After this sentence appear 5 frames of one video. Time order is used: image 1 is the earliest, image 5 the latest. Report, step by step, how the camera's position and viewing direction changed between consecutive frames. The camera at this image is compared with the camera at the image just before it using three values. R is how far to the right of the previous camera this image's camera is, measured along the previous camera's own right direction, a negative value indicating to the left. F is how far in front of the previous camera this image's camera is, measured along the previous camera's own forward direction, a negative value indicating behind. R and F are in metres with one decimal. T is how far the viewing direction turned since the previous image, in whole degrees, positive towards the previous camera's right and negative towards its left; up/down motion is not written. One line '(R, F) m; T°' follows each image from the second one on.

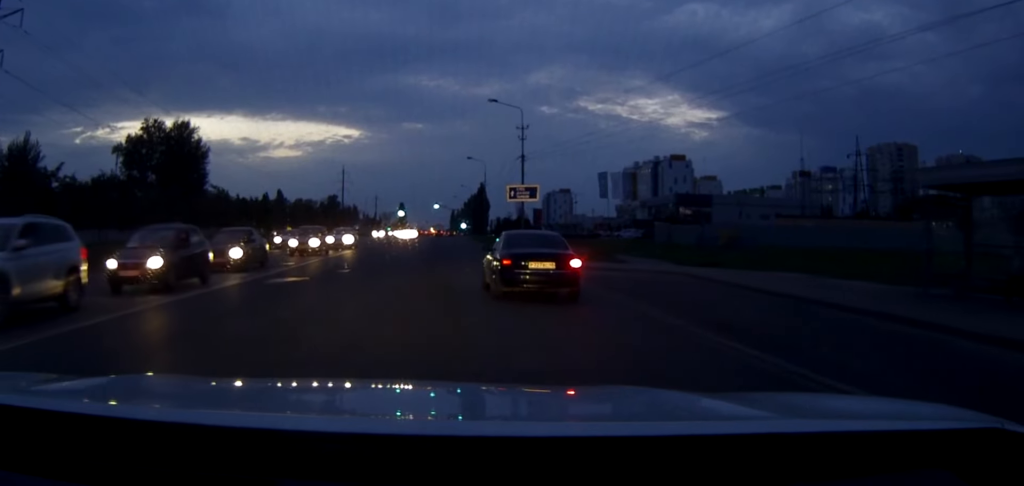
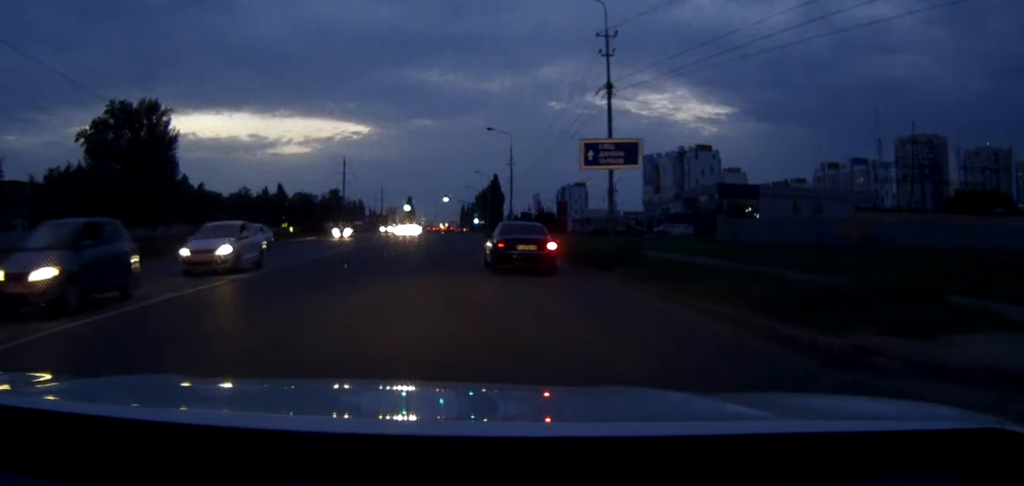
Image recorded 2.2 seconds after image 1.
(-0.1, +22.2) m; 0°
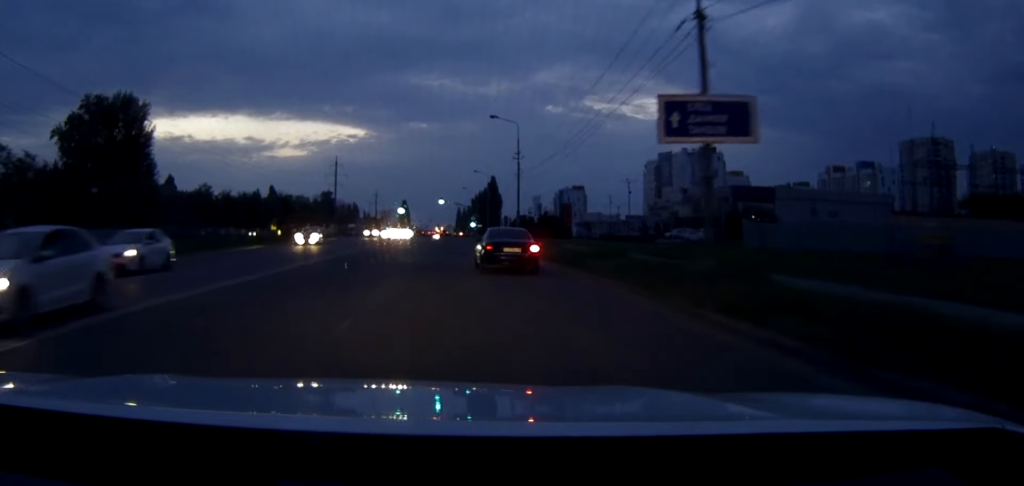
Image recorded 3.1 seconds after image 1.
(0.0, +9.9) m; 0°
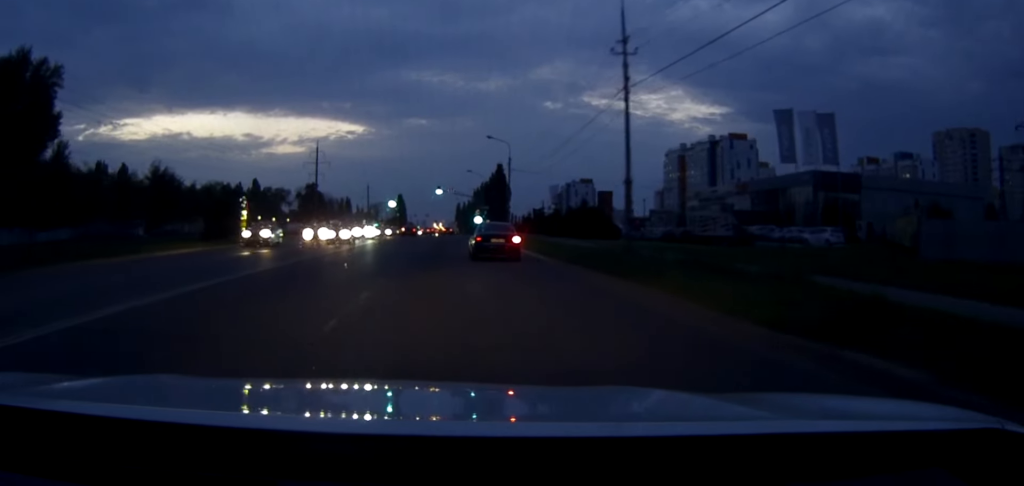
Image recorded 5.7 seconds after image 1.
(-0.1, +33.0) m; 0°
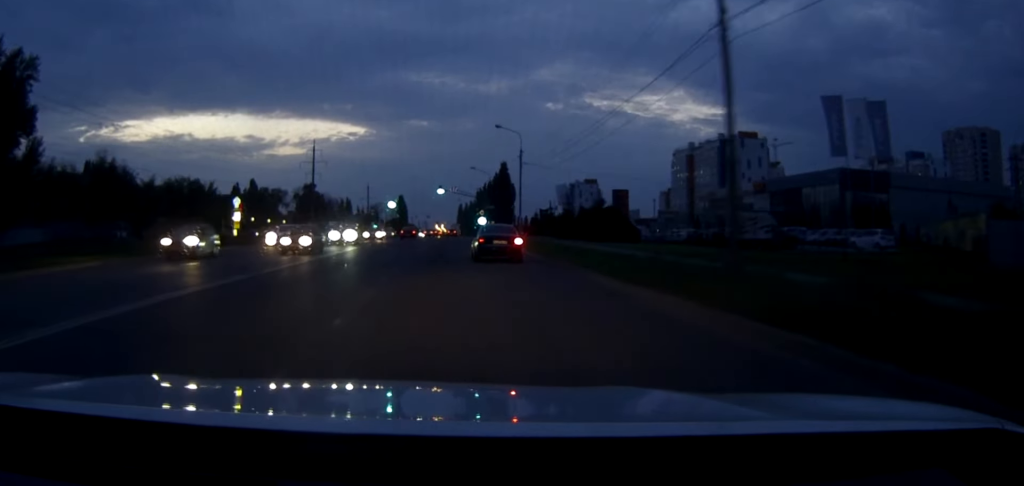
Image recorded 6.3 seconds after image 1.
(0.0, +7.6) m; 0°
